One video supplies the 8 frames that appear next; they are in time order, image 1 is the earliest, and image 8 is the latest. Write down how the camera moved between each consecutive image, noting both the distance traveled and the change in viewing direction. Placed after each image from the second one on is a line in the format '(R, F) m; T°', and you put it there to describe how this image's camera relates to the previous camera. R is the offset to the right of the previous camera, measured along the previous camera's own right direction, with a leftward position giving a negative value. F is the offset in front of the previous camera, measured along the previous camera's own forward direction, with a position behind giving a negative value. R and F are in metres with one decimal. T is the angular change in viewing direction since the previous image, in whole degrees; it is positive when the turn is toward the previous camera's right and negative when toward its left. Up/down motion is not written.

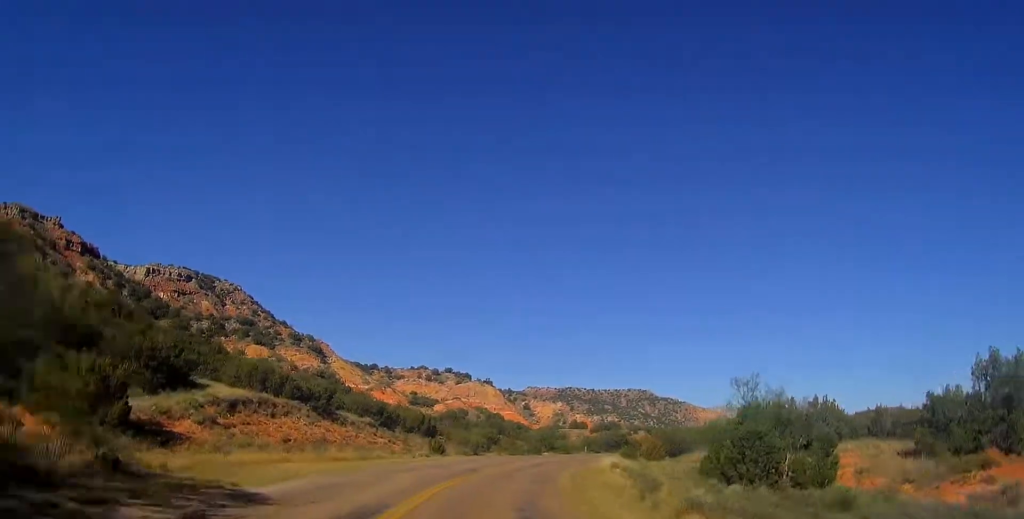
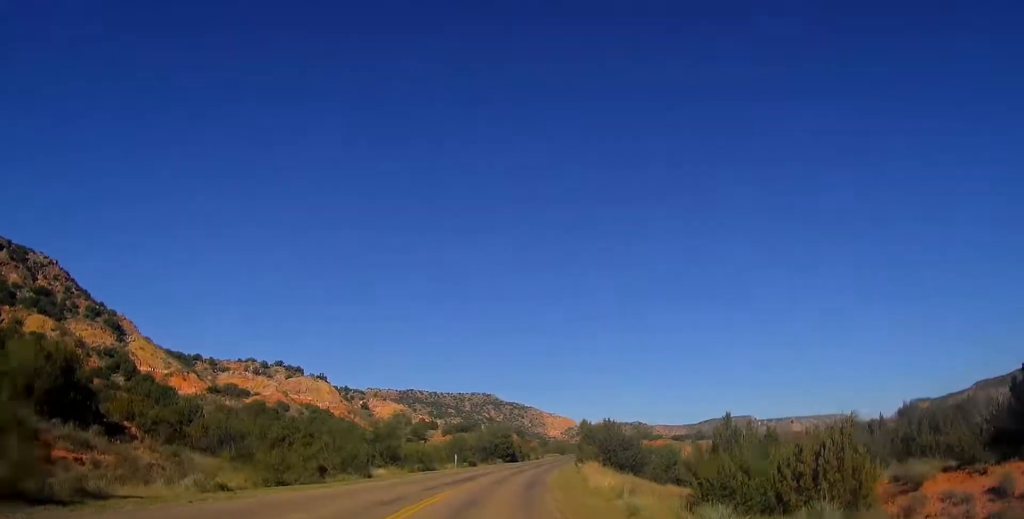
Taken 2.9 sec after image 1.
(+6.2, +45.9) m; +14°
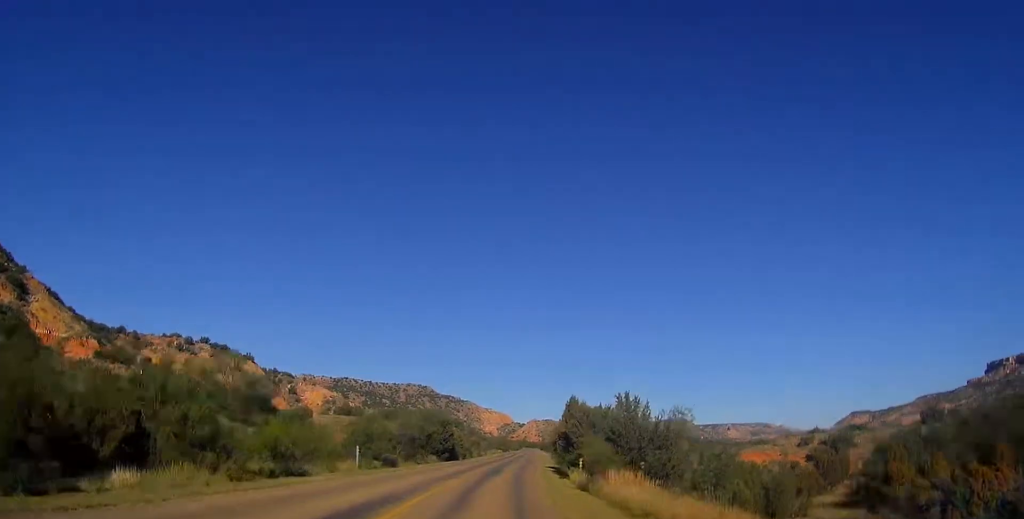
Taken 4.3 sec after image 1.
(+1.1, +23.1) m; +6°
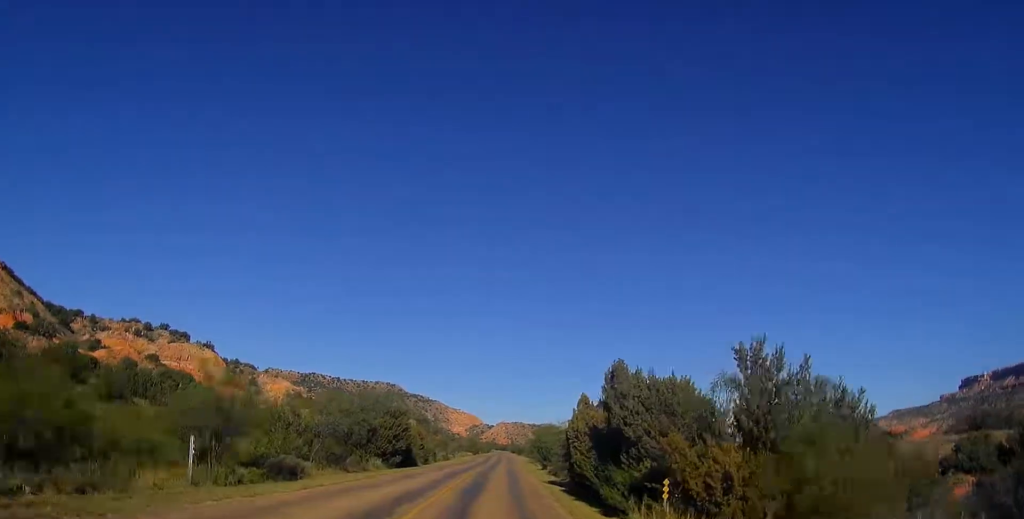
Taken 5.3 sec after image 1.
(+0.6, +16.9) m; +4°
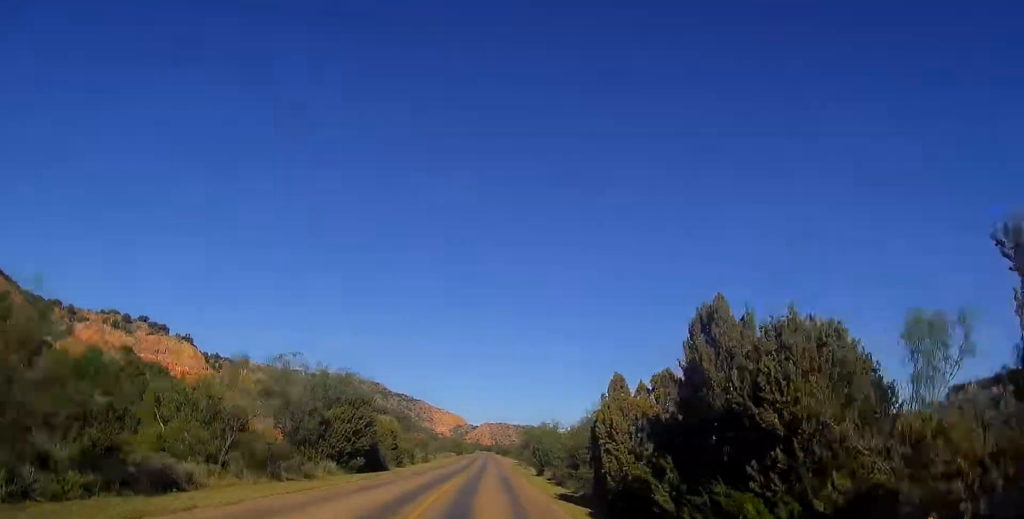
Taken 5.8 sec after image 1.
(+0.2, +9.2) m; +2°
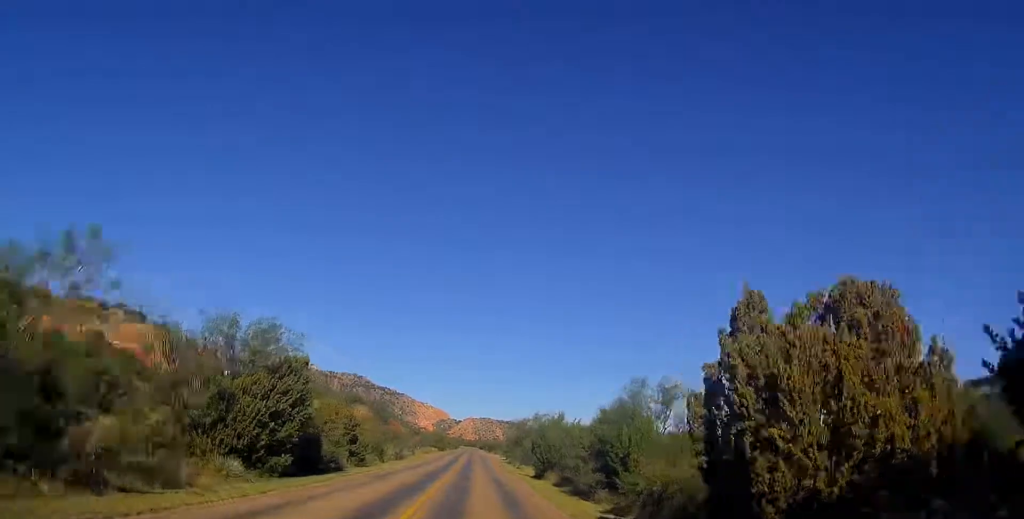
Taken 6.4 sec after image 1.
(+0.4, +10.5) m; +1°
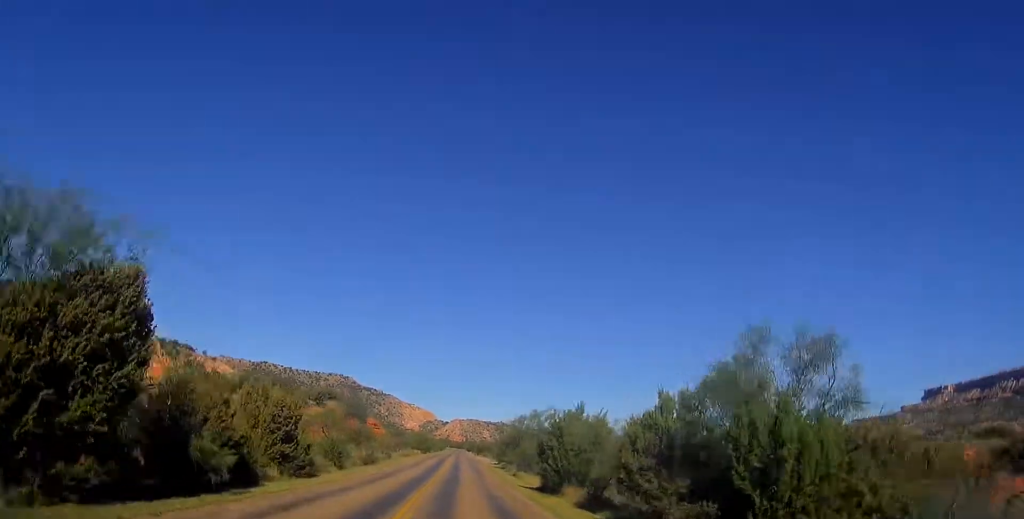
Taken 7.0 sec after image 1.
(0.0, +10.7) m; 0°
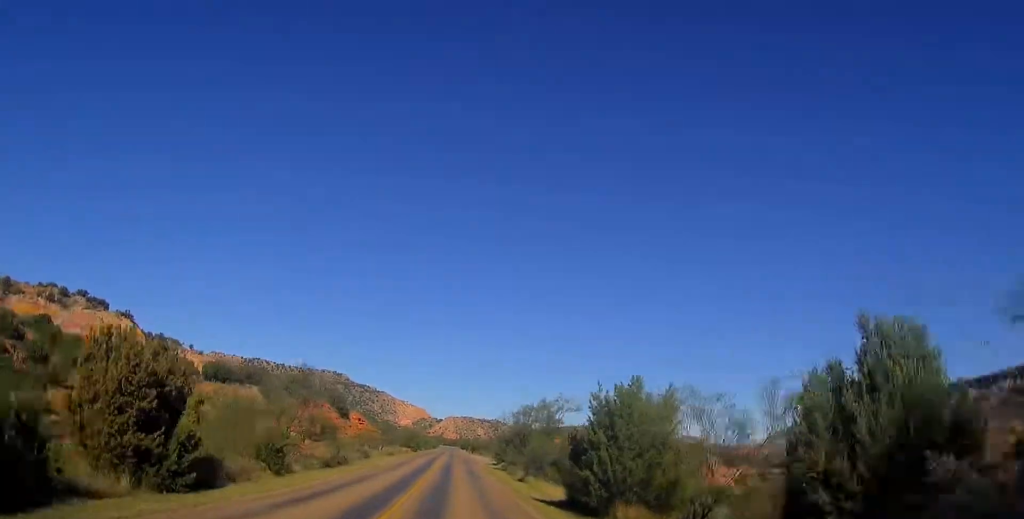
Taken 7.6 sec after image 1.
(-0.1, +10.2) m; 0°
